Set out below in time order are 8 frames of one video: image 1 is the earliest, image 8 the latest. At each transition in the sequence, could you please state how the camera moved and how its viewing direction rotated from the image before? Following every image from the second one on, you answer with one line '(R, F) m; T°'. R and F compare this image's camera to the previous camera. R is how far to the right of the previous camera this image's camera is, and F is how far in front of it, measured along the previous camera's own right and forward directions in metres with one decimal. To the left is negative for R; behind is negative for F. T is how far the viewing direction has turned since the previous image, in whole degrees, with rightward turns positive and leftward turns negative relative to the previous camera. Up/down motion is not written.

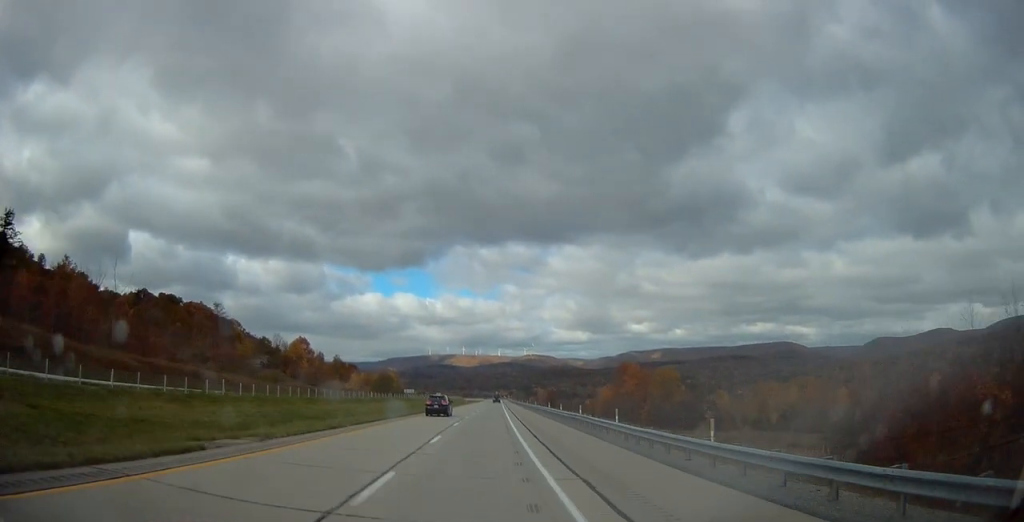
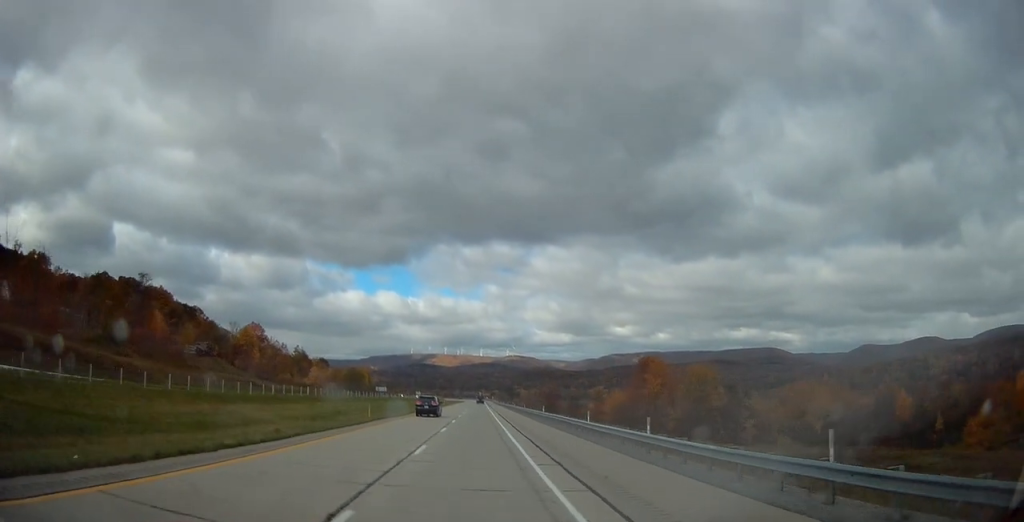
(+0.5, +28.6) m; +2°
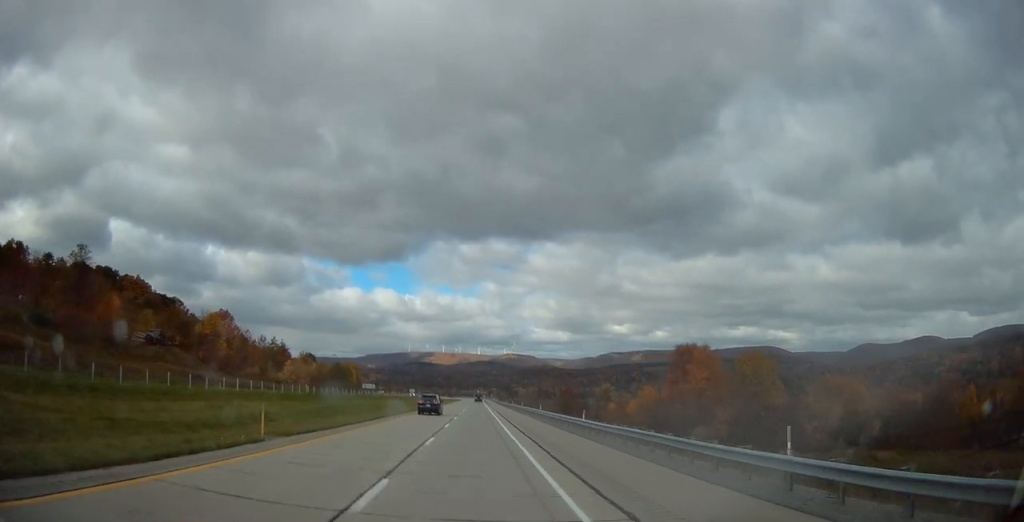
(+0.3, +21.2) m; +1°
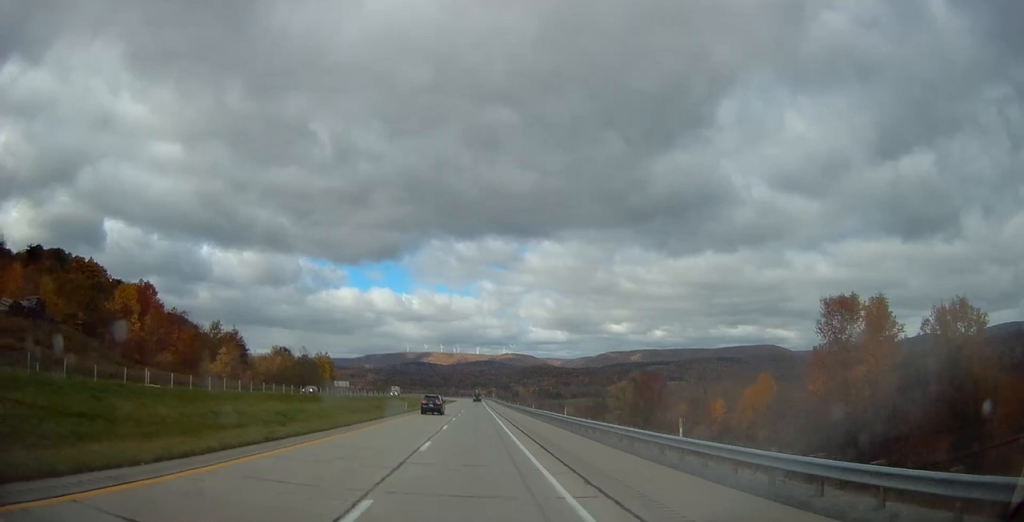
(+0.3, +39.2) m; 0°
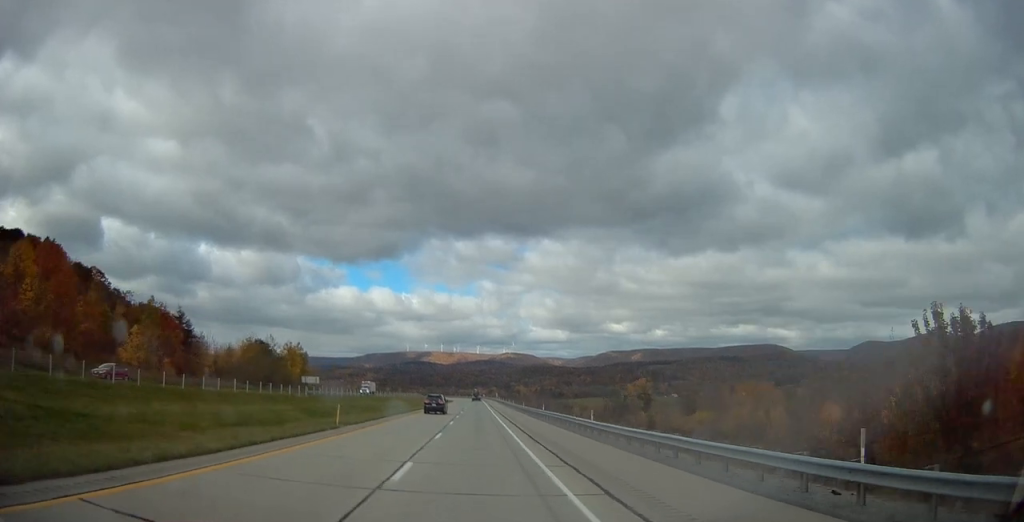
(-0.2, +31.8) m; 0°
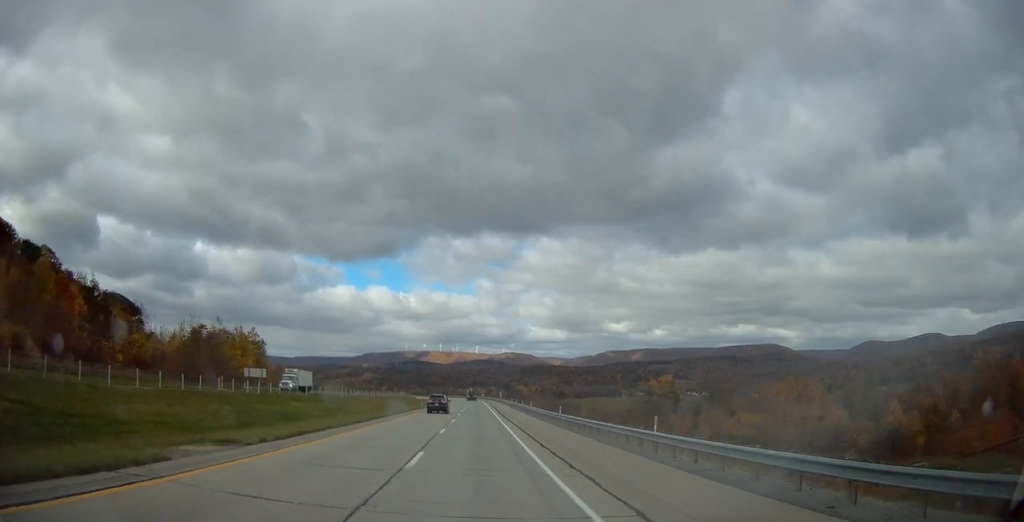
(+0.3, +33.8) m; 0°
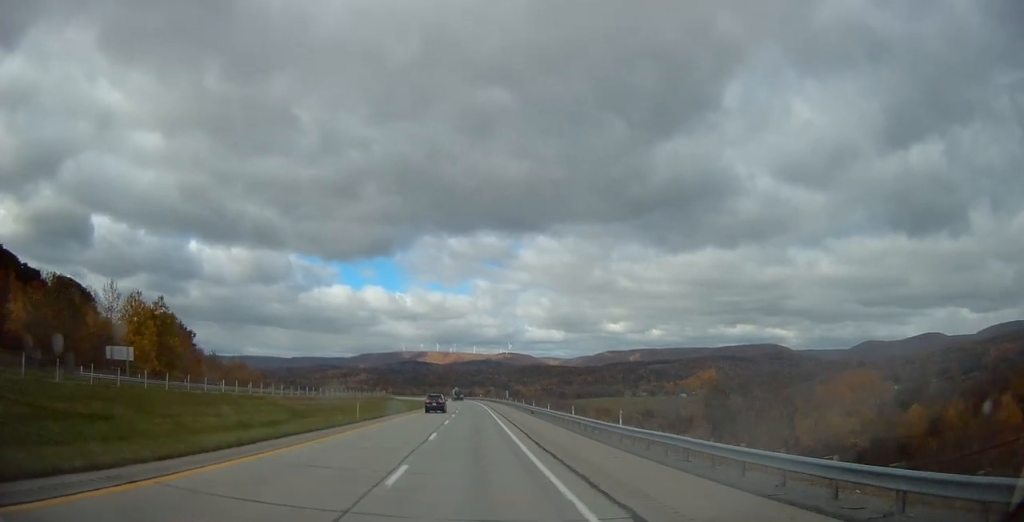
(-0.1, +41.3) m; 0°
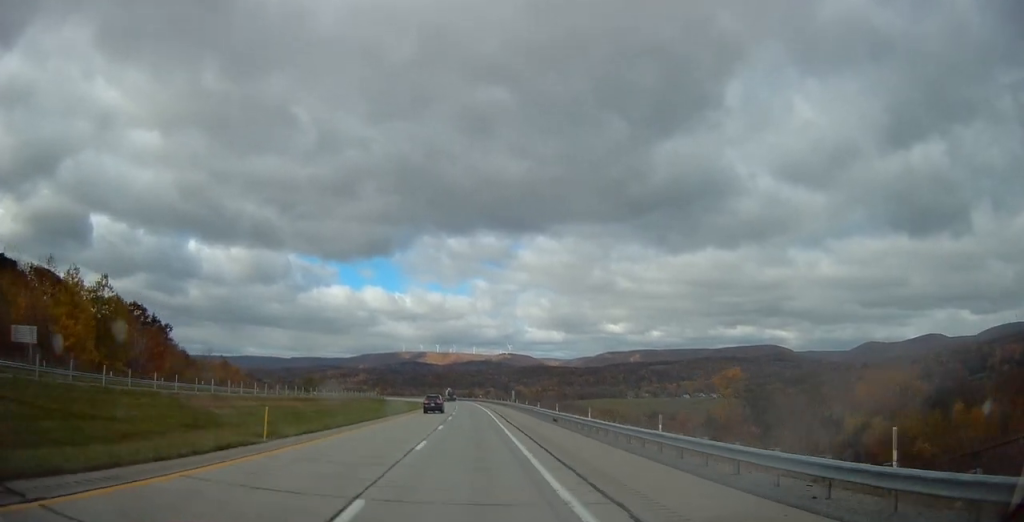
(0.0, +17.0) m; 0°
